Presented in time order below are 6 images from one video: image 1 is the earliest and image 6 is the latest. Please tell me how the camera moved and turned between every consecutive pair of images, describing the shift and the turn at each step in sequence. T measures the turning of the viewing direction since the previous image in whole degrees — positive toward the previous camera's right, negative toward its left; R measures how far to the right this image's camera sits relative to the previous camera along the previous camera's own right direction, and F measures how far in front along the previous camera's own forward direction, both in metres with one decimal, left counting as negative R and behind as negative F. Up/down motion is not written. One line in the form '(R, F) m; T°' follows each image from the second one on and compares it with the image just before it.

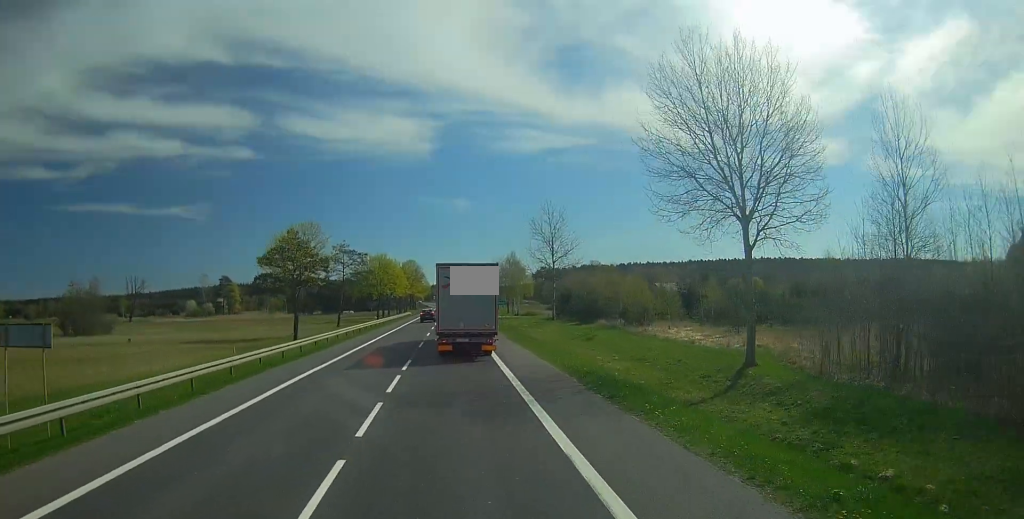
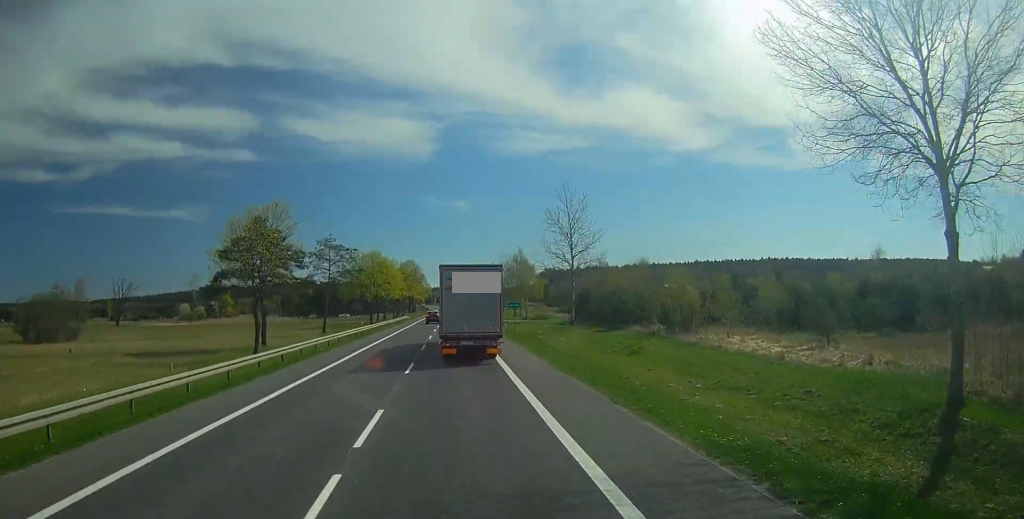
(+0.1, +12.4) m; 0°
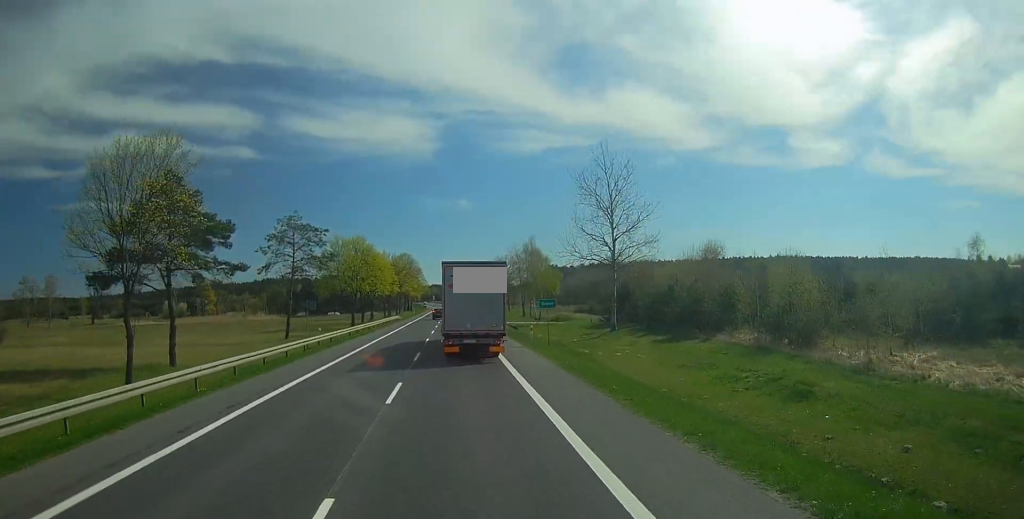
(0.0, +19.2) m; 0°
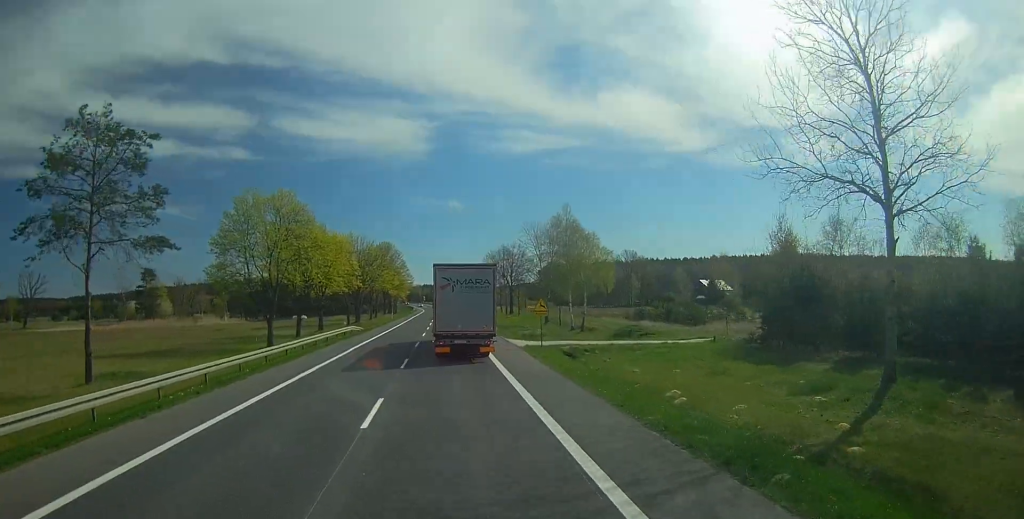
(+0.1, +38.3) m; 0°
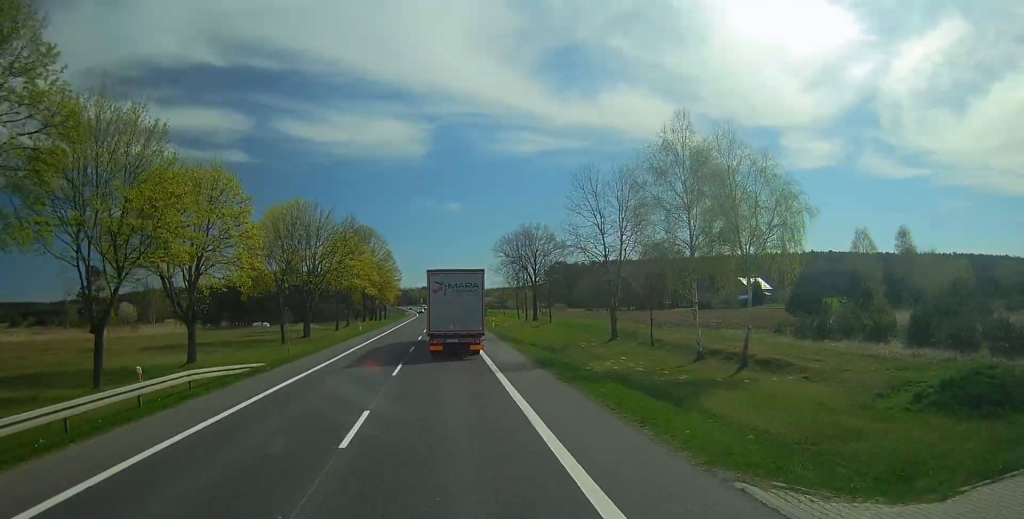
(+0.1, +37.1) m; +1°
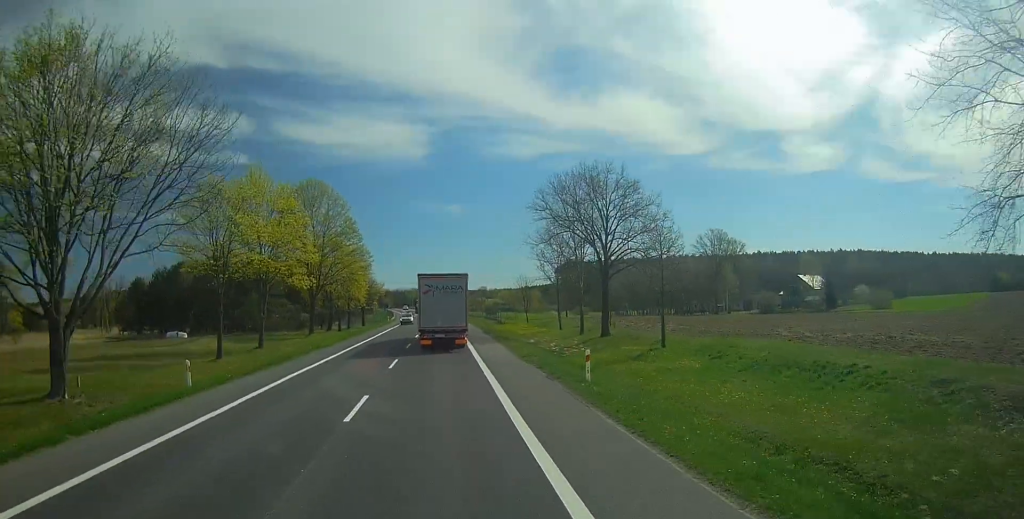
(-0.1, +44.3) m; 0°
